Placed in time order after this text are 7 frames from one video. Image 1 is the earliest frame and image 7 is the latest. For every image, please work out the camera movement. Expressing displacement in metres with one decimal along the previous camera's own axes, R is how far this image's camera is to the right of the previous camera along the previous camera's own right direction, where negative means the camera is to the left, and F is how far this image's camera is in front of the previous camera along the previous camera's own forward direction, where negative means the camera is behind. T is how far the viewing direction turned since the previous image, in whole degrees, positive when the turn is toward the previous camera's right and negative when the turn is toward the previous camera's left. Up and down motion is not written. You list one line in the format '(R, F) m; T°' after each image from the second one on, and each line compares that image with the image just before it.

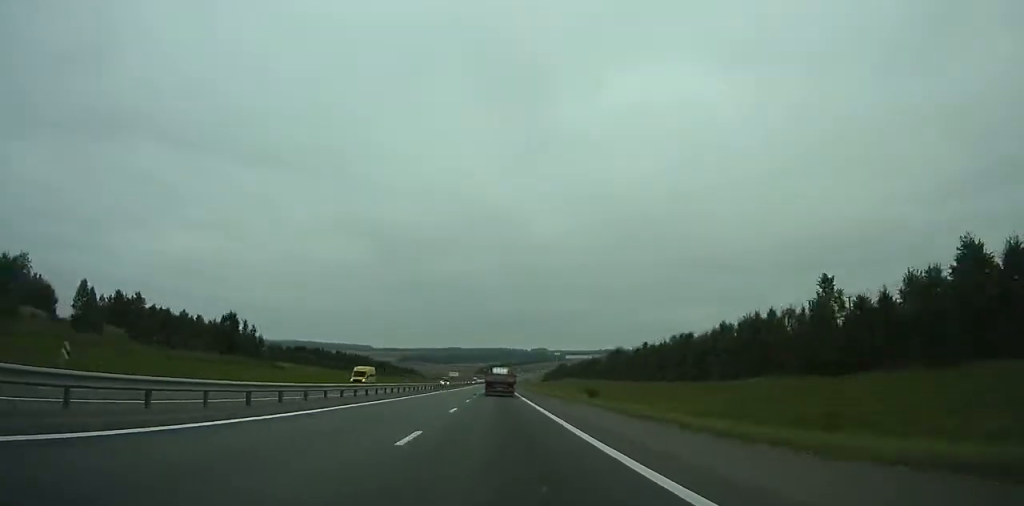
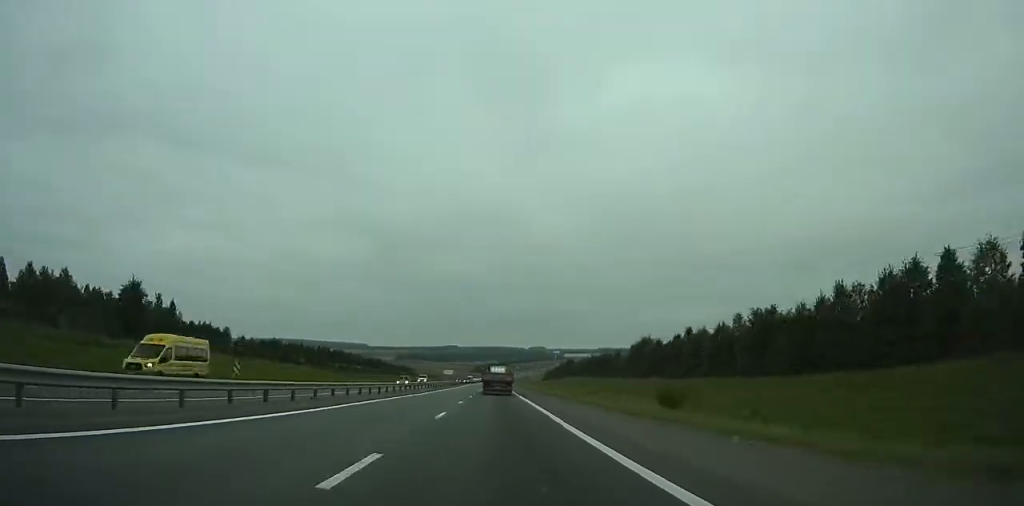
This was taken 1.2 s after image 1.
(-0.1, +28.3) m; 0°
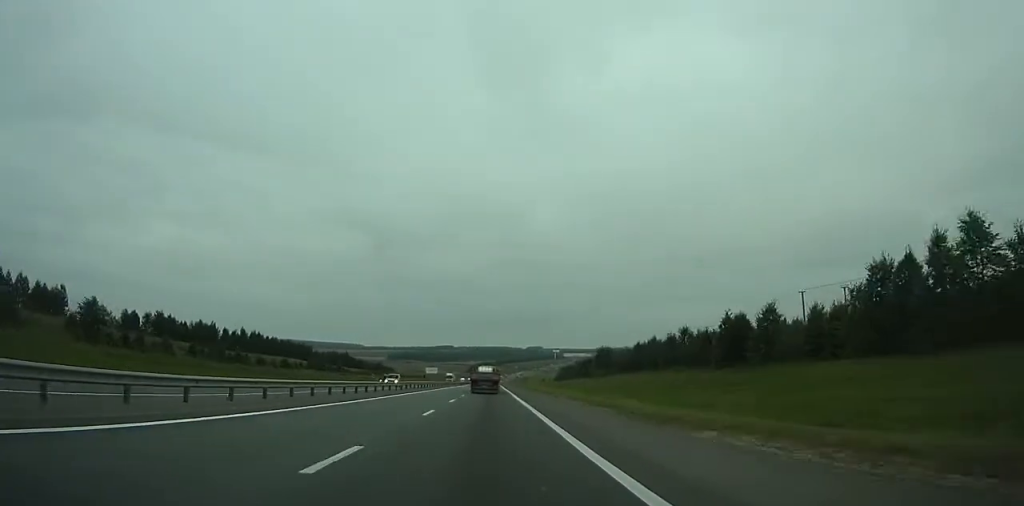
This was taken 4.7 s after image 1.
(+0.3, +82.7) m; 0°
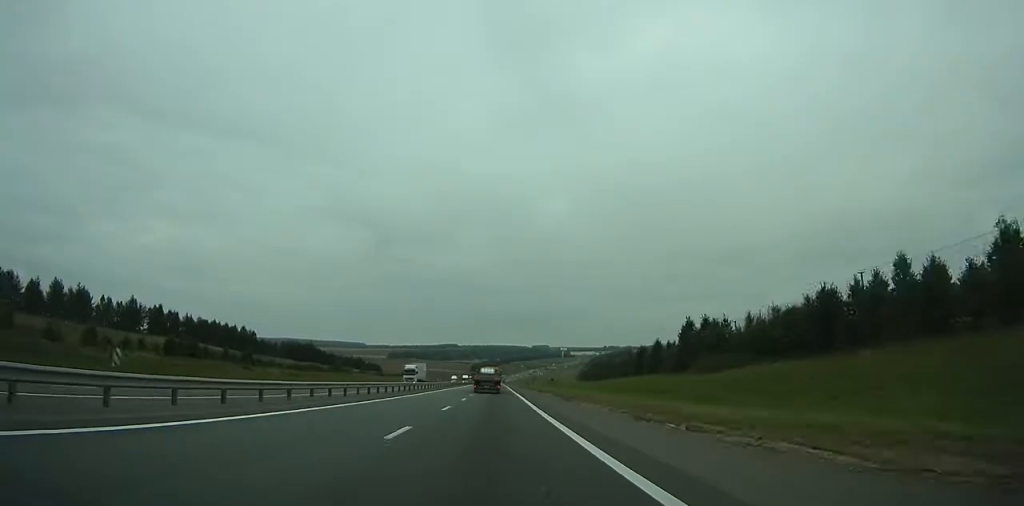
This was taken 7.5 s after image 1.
(0.0, +66.0) m; 0°
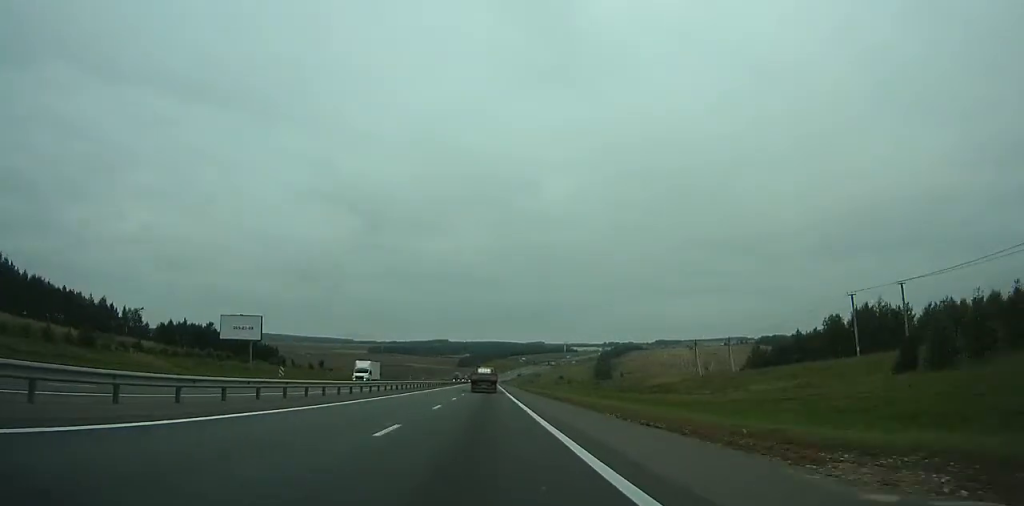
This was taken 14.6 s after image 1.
(0.0, +166.7) m; 0°
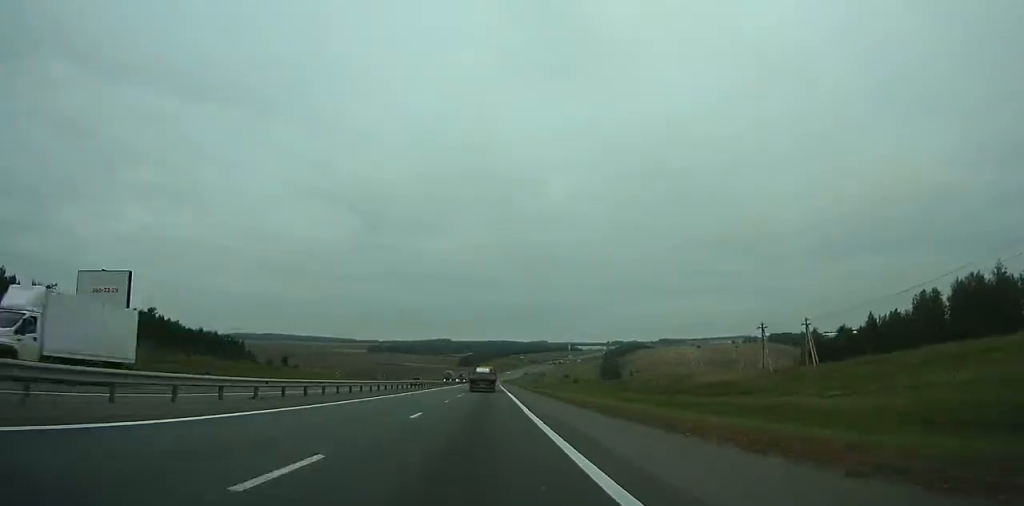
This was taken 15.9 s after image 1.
(0.0, +30.4) m; 0°
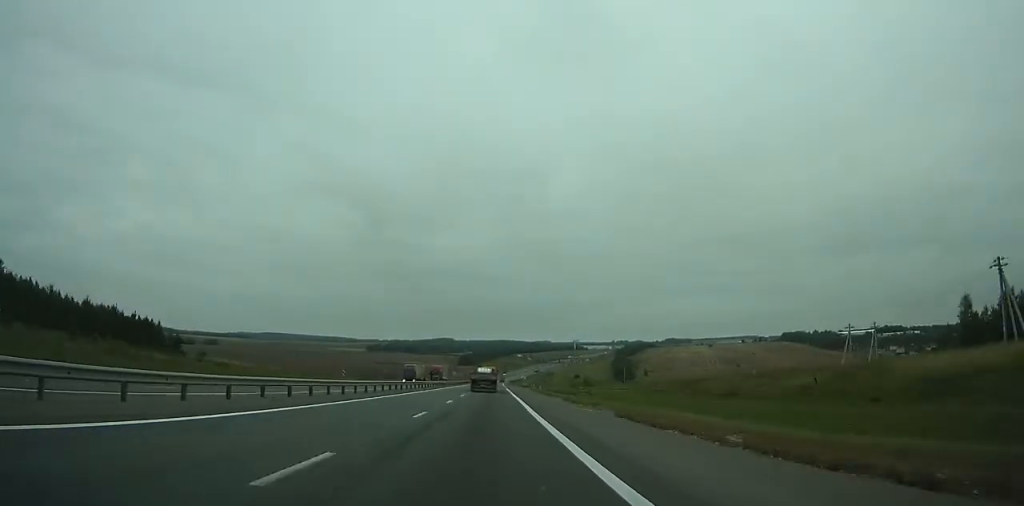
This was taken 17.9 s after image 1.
(0.0, +46.2) m; 0°
